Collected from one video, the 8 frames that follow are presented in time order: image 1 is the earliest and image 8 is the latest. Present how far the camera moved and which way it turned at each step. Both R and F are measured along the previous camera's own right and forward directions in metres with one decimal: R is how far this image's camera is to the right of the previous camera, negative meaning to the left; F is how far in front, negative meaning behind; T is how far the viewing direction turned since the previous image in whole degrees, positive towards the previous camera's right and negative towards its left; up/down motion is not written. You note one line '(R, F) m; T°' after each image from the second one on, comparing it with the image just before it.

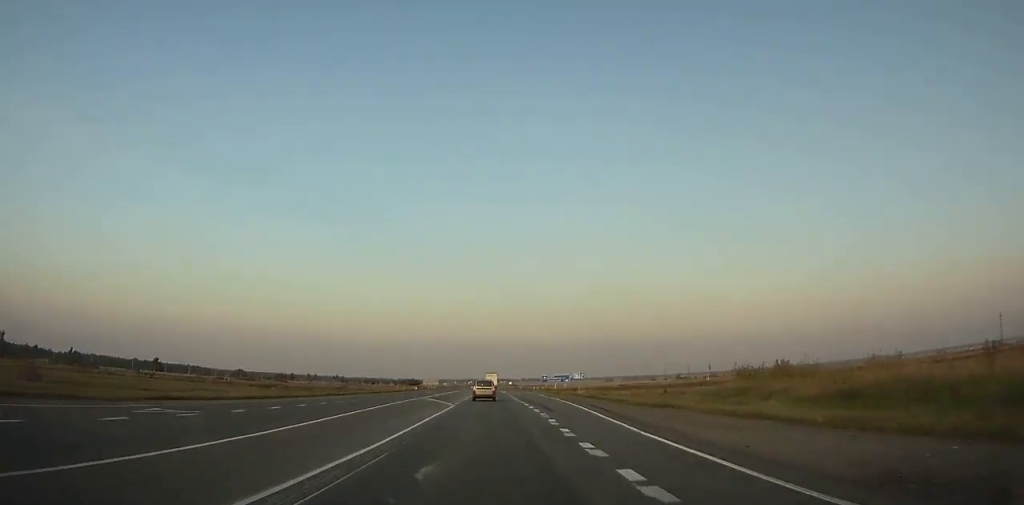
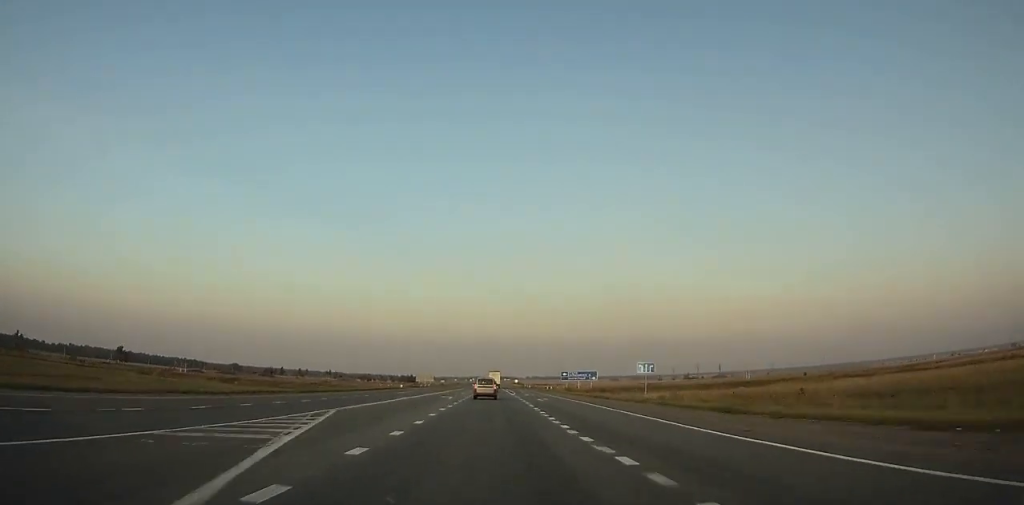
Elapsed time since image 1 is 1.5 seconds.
(0.0, +29.9) m; 0°
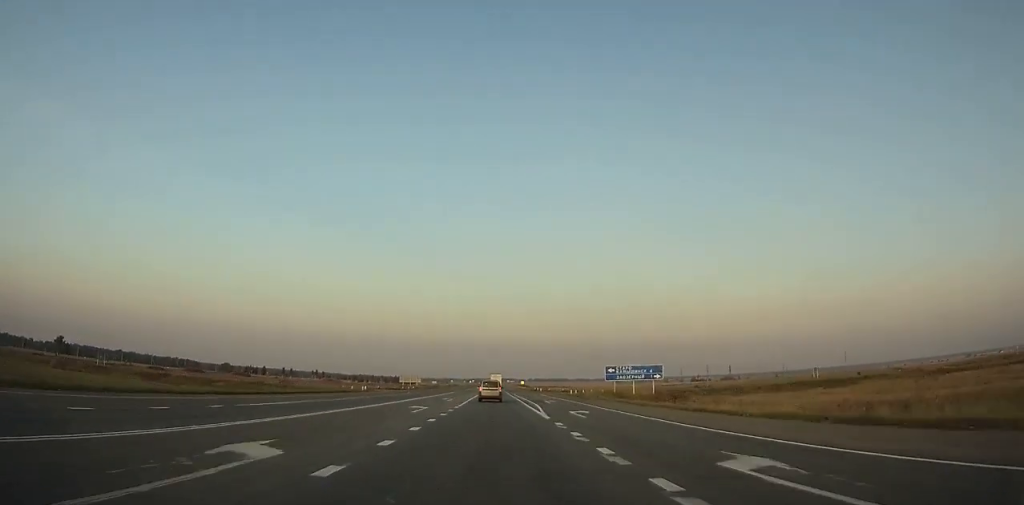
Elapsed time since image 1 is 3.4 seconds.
(0.0, +37.9) m; 0°
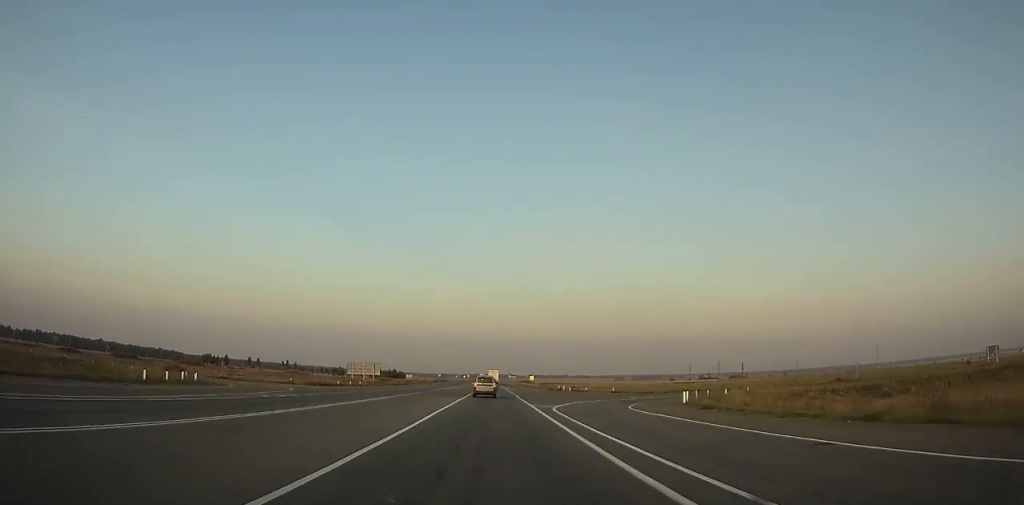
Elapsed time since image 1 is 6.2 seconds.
(-0.3, +56.4) m; 0°
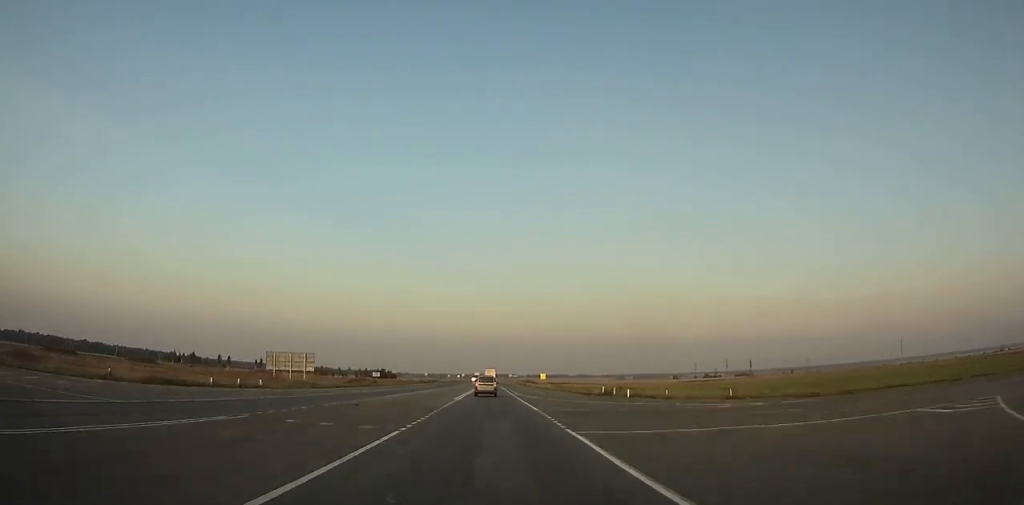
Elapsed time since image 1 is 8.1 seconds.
(0.0, +38.9) m; 0°
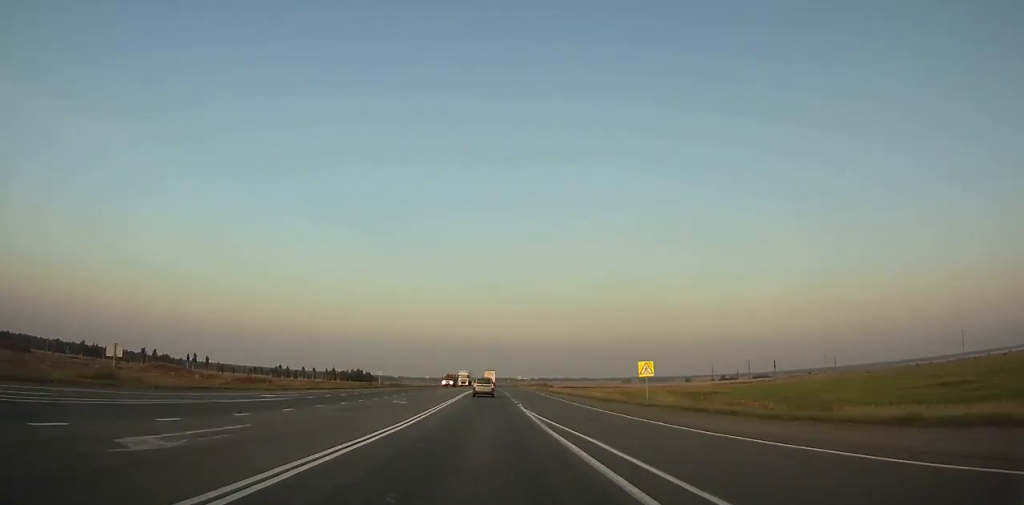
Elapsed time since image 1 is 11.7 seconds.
(+0.2, +74.6) m; 0°
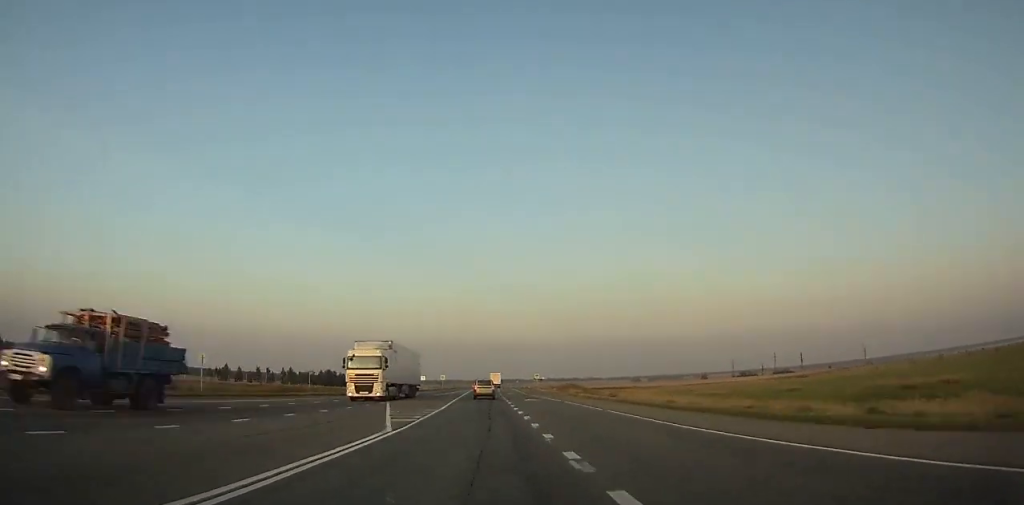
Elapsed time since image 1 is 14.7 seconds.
(-0.1, +63.3) m; 0°
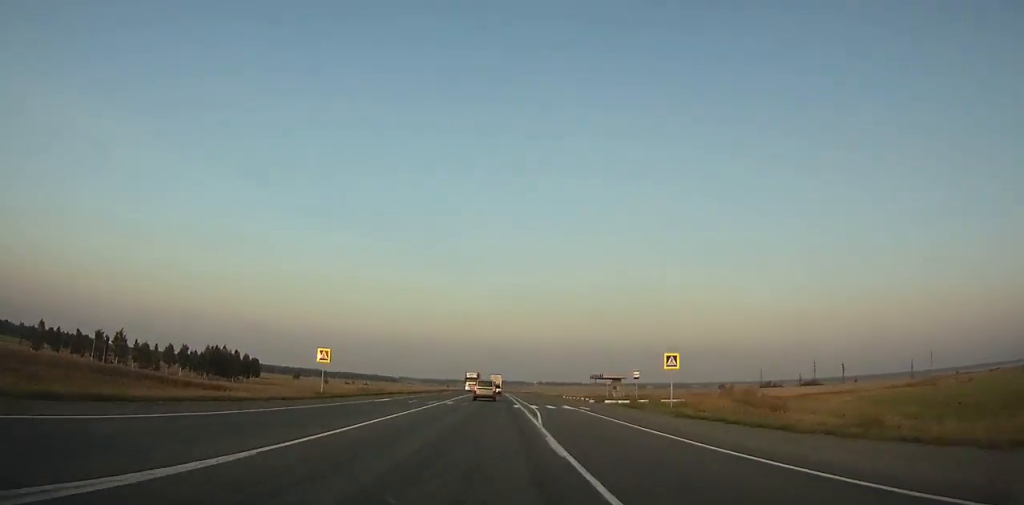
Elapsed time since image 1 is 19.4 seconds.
(-0.7, +99.7) m; 0°
